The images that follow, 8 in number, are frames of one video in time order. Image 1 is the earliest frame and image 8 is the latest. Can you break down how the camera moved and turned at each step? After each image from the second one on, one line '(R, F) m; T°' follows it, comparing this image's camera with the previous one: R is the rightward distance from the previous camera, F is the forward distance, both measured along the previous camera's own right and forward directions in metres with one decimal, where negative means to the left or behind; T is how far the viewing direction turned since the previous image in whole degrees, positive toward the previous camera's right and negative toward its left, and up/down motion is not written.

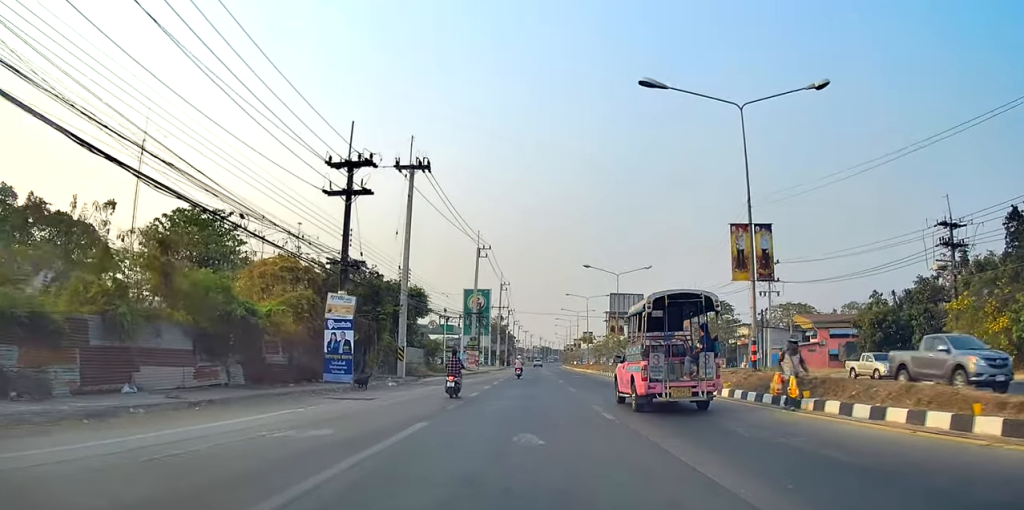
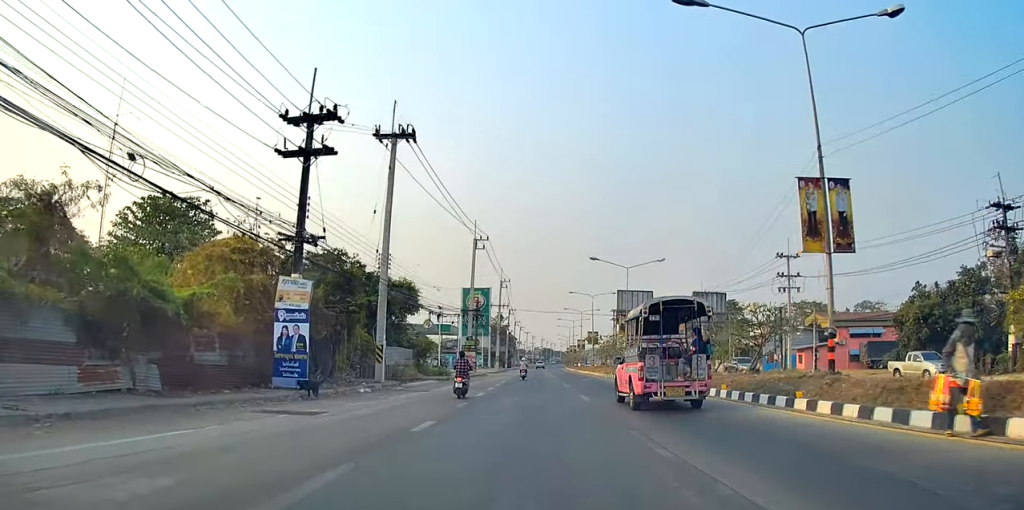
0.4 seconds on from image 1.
(-0.1, +5.2) m; +1°
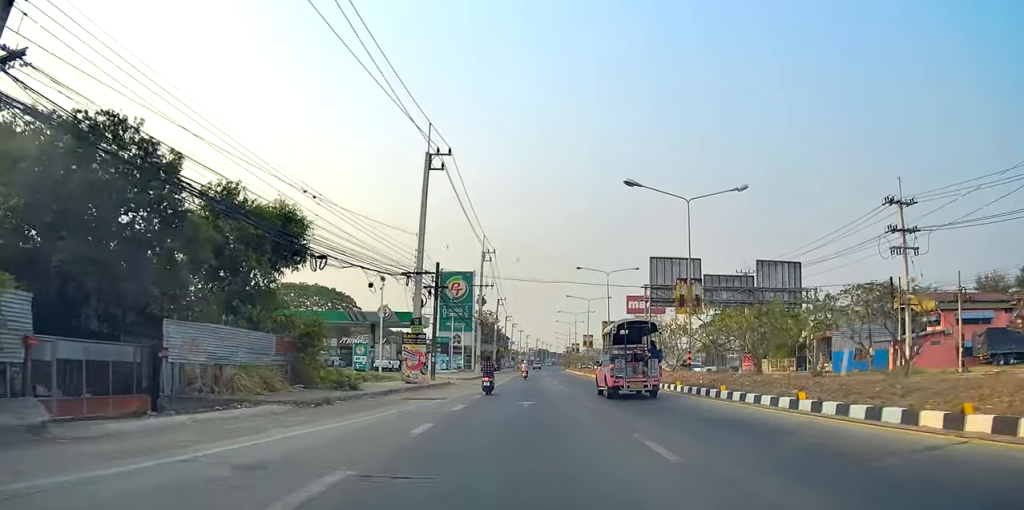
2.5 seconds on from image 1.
(+1.3, +24.4) m; +2°
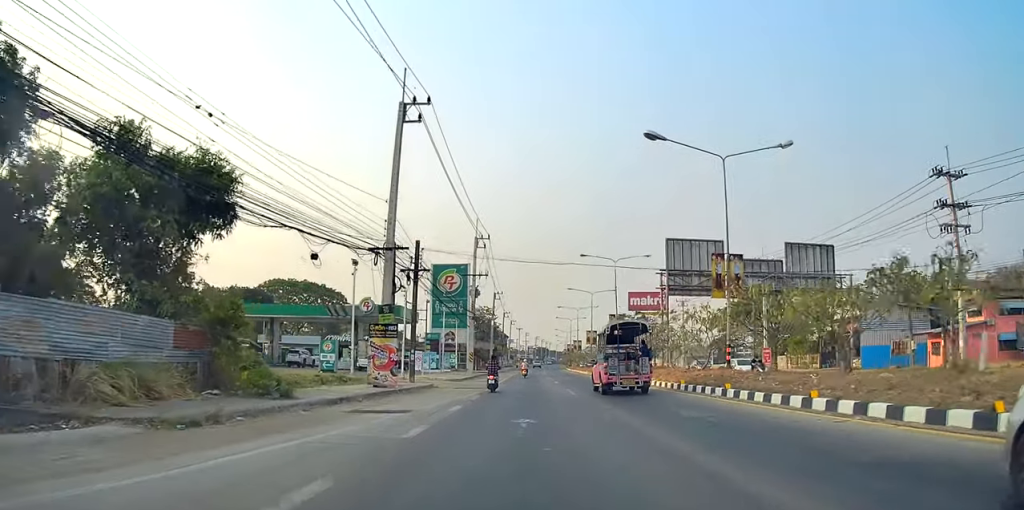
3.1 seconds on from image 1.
(-0.4, +6.8) m; -1°
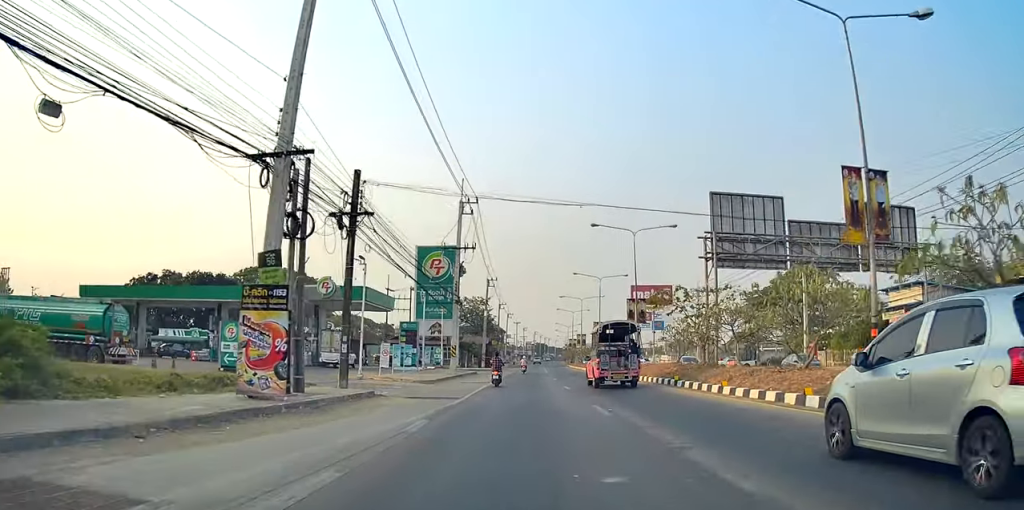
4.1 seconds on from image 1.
(+0.3, +11.9) m; +2°
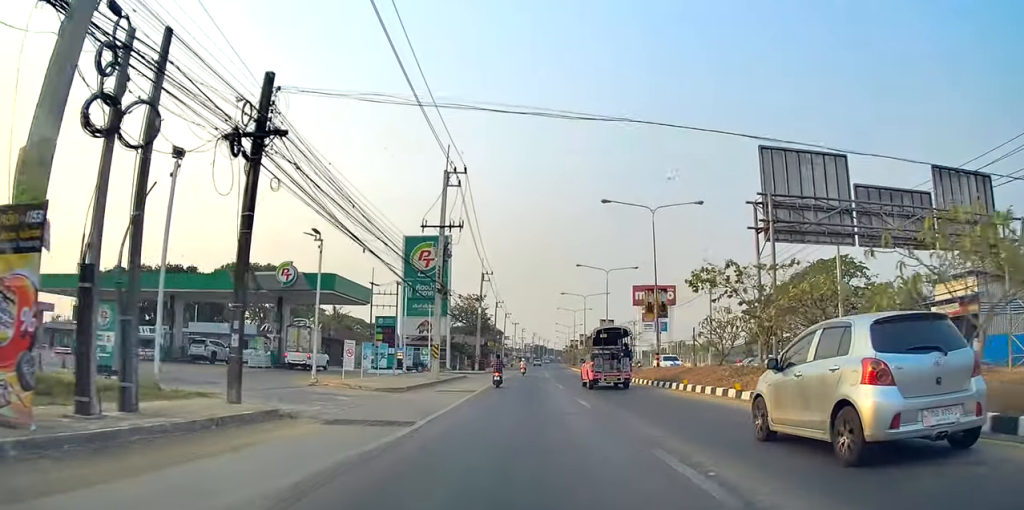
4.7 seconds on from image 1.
(0.0, +7.7) m; +1°
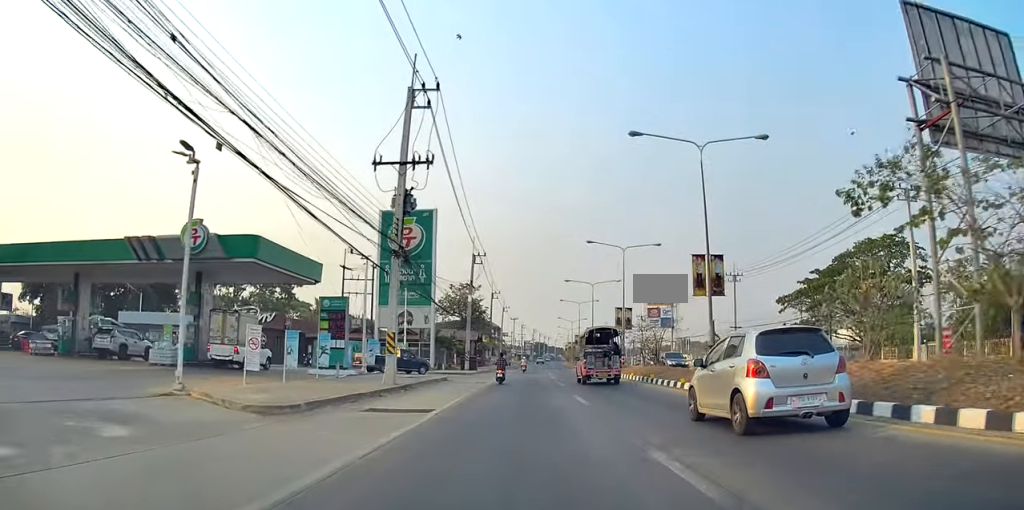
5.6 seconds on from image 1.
(+0.2, +11.8) m; 0°
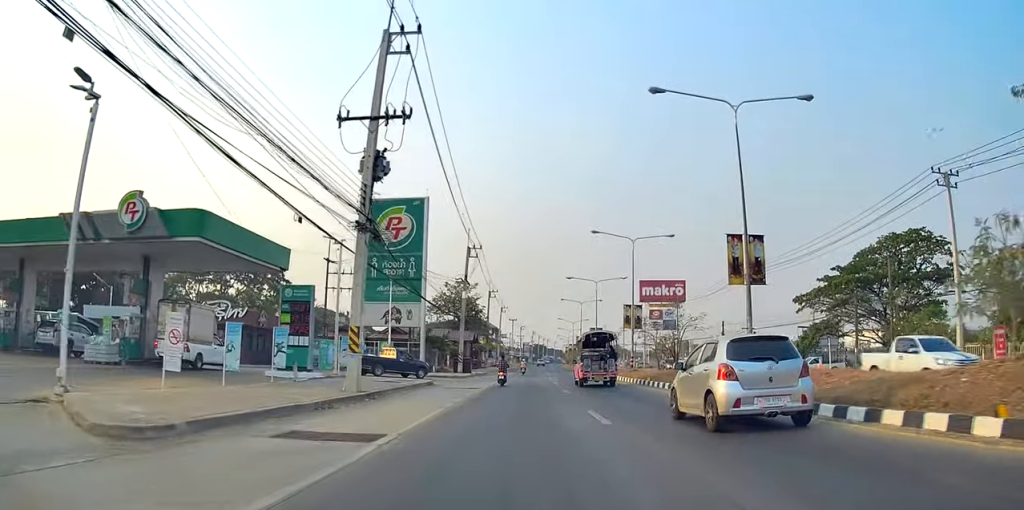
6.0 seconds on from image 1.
(+0.3, +5.3) m; -1°
